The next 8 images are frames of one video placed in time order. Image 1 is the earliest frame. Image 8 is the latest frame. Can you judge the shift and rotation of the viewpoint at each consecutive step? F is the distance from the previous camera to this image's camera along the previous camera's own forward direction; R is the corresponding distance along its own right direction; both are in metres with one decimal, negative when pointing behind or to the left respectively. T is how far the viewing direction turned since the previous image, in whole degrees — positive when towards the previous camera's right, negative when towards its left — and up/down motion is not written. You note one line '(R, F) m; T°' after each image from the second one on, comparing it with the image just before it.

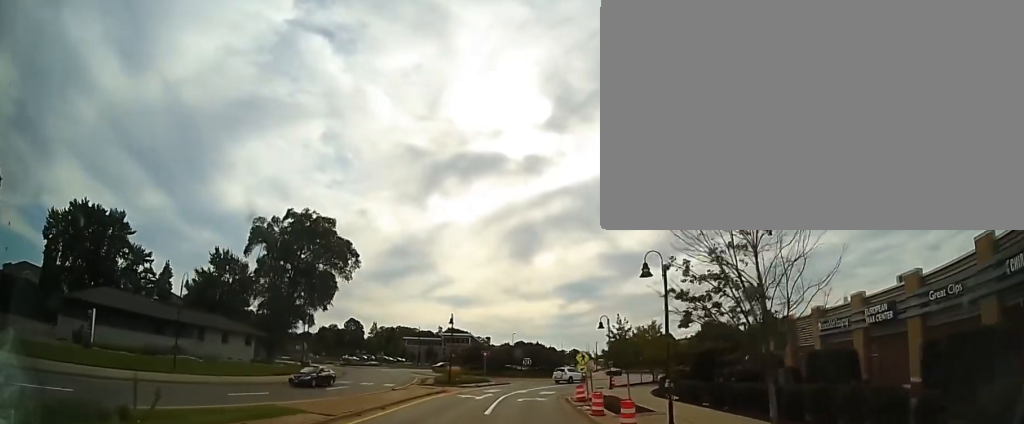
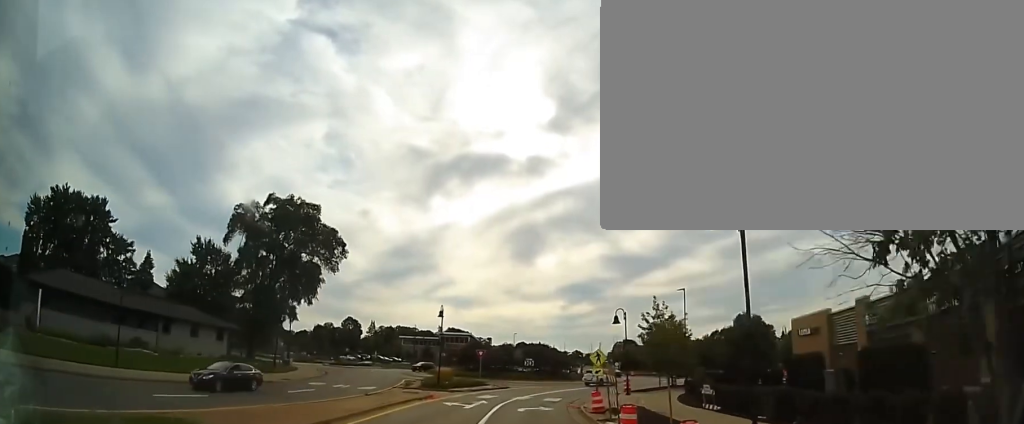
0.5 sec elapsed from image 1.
(0.0, +5.4) m; -1°
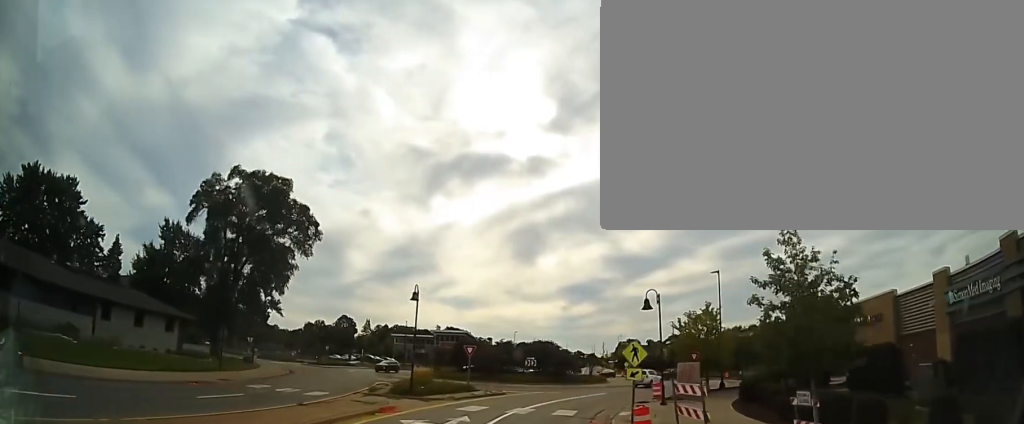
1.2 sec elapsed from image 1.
(-0.1, +7.7) m; -1°
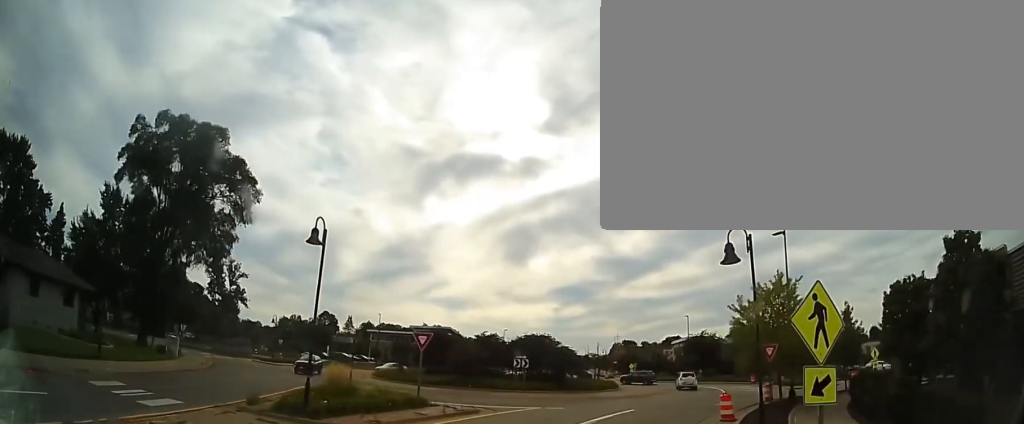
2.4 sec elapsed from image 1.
(-0.2, +11.1) m; +2°
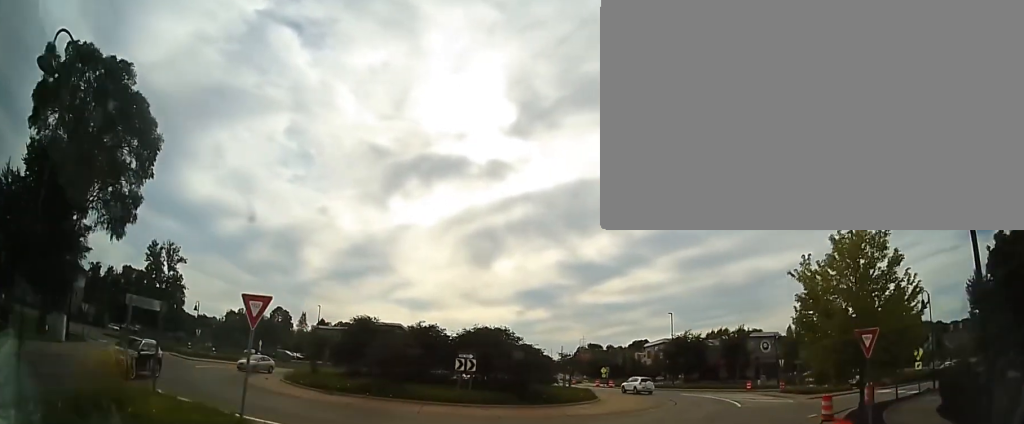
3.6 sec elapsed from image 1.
(+0.8, +9.5) m; +10°
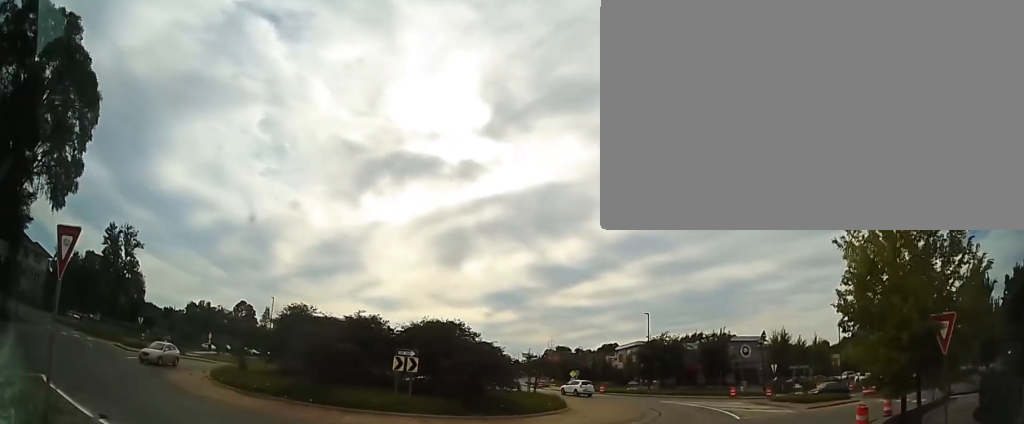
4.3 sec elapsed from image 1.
(+0.1, +4.6) m; +7°
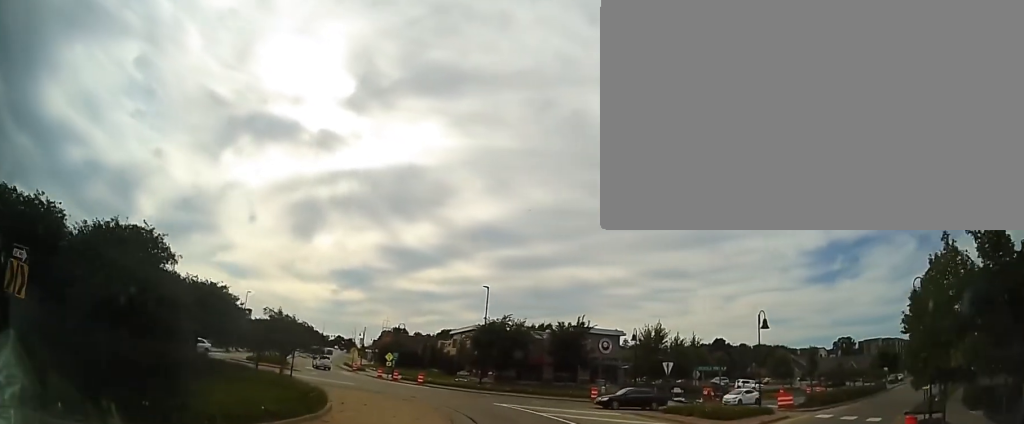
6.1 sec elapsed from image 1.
(+2.0, +11.1) m; +20°
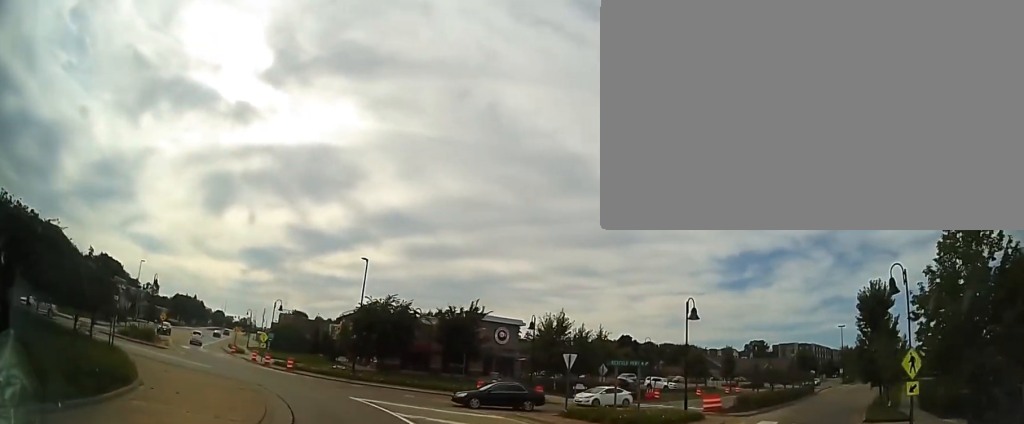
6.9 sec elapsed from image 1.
(+0.5, +4.9) m; +12°
